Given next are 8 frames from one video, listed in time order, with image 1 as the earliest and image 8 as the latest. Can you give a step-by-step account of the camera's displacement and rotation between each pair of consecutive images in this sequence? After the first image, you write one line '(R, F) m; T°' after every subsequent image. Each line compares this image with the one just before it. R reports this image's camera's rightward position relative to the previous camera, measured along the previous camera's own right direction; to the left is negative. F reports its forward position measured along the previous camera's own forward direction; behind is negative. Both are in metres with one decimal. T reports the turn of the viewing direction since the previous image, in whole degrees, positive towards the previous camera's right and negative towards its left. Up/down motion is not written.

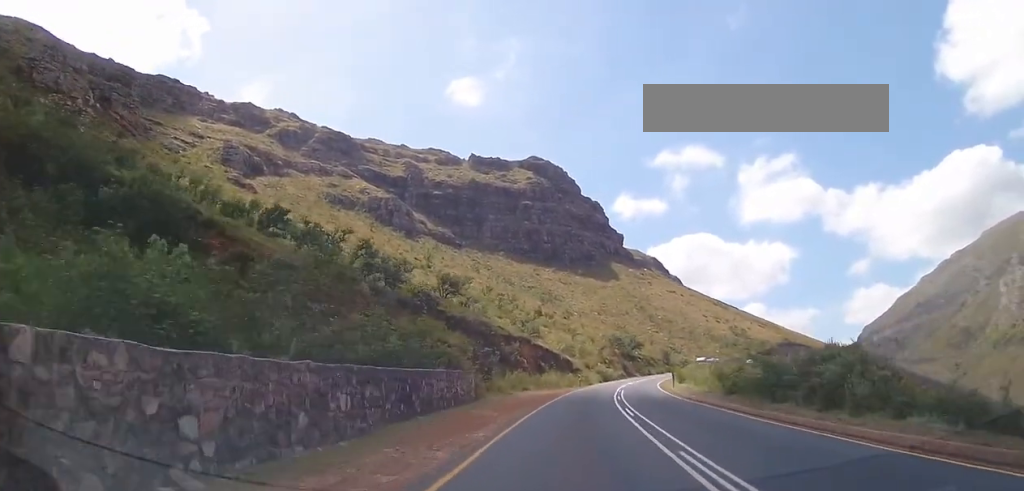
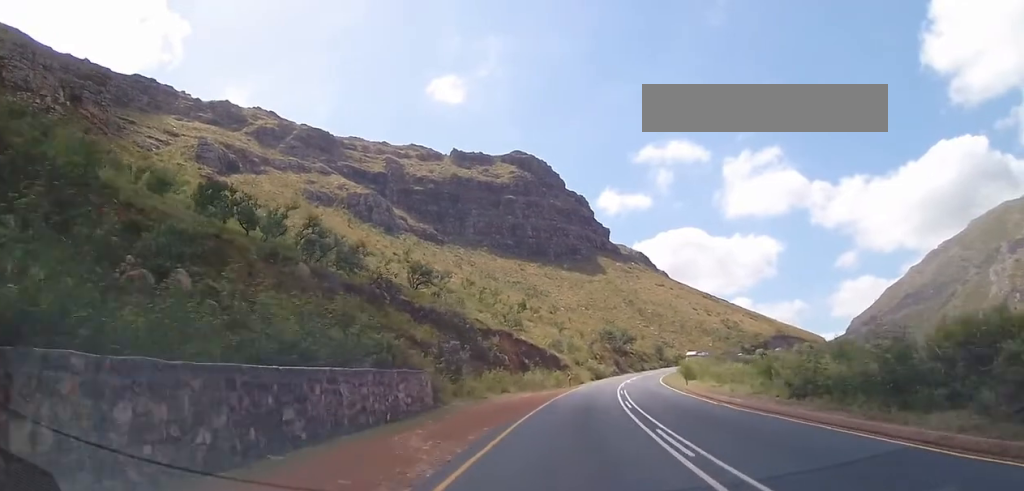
(-0.2, +9.3) m; +2°
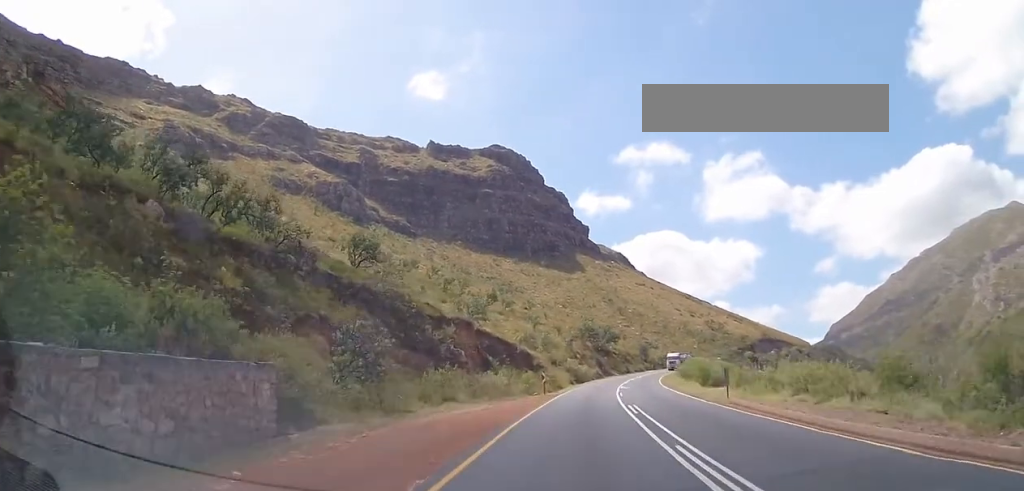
(+0.6, +14.3) m; +3°
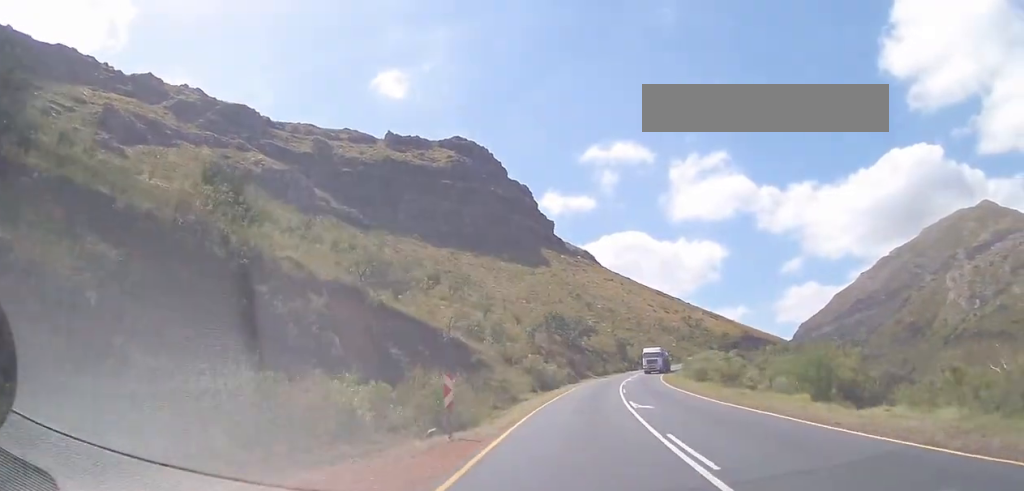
(+0.8, +22.1) m; +3°
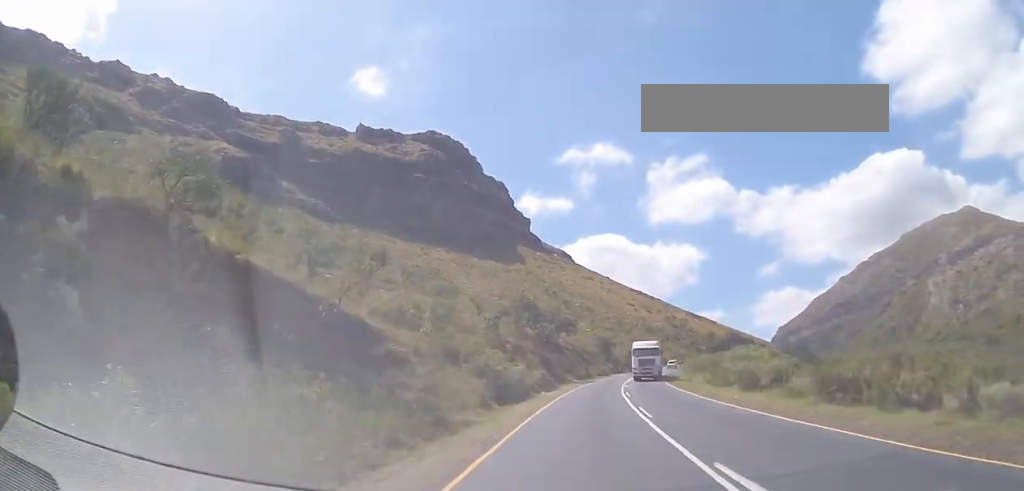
(+0.1, +15.7) m; +2°
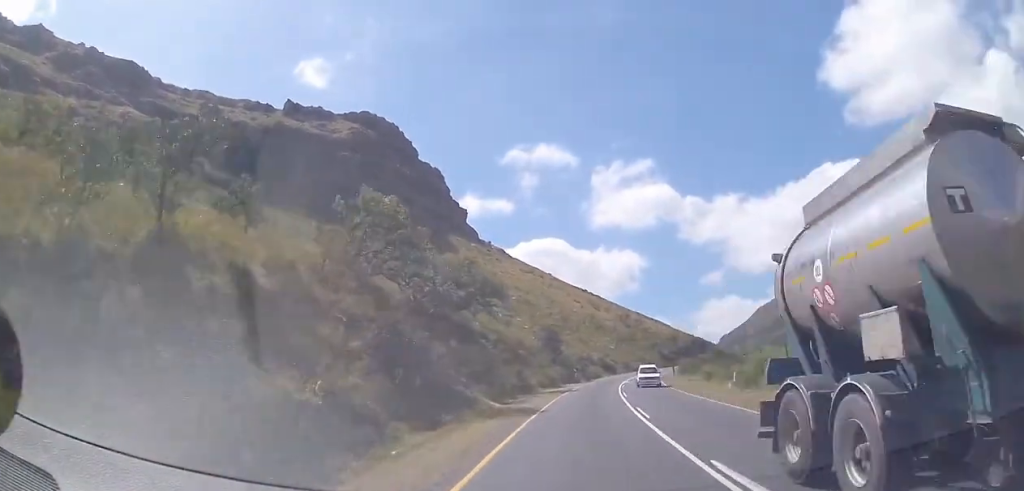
(+1.9, +35.8) m; +6°
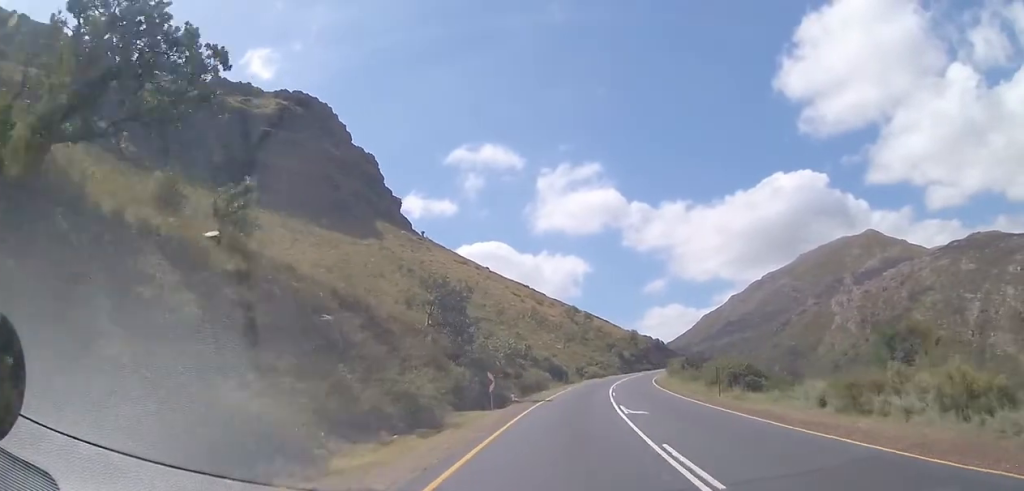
(+2.0, +32.8) m; +6°
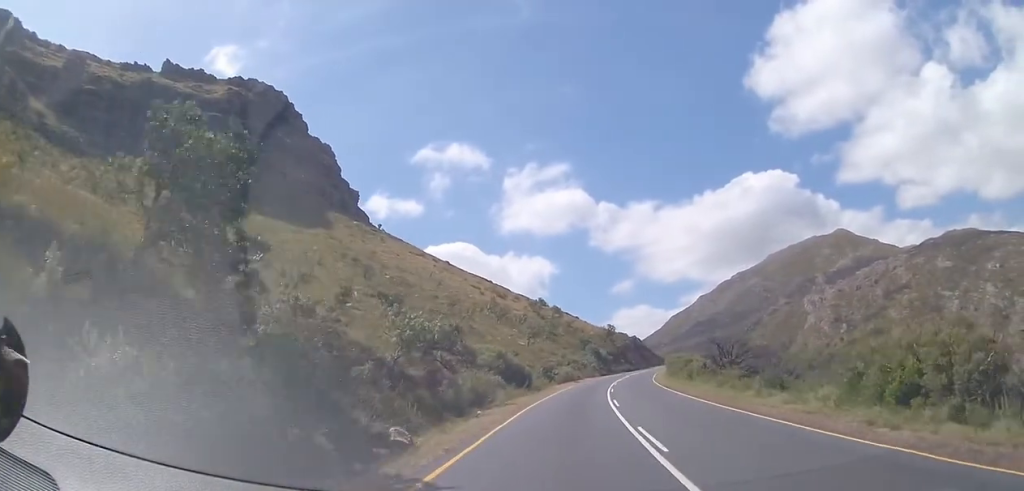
(+0.7, +21.1) m; +3°
